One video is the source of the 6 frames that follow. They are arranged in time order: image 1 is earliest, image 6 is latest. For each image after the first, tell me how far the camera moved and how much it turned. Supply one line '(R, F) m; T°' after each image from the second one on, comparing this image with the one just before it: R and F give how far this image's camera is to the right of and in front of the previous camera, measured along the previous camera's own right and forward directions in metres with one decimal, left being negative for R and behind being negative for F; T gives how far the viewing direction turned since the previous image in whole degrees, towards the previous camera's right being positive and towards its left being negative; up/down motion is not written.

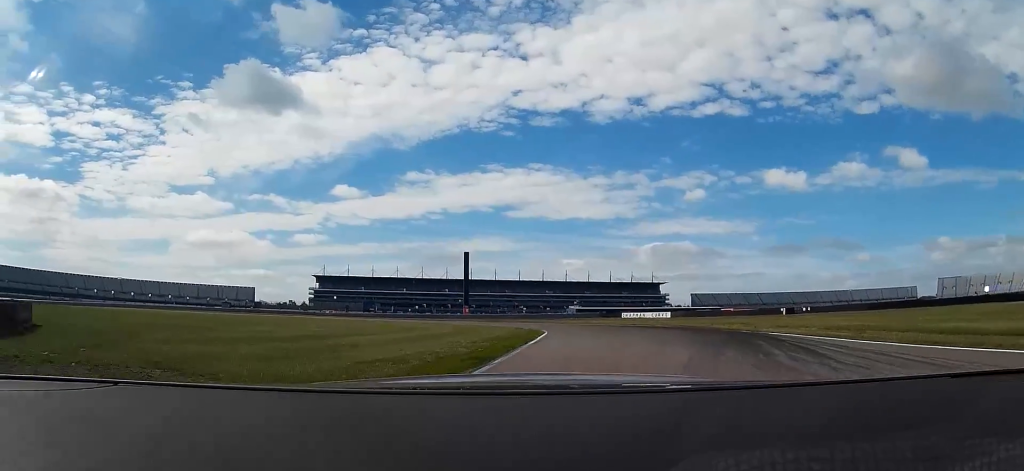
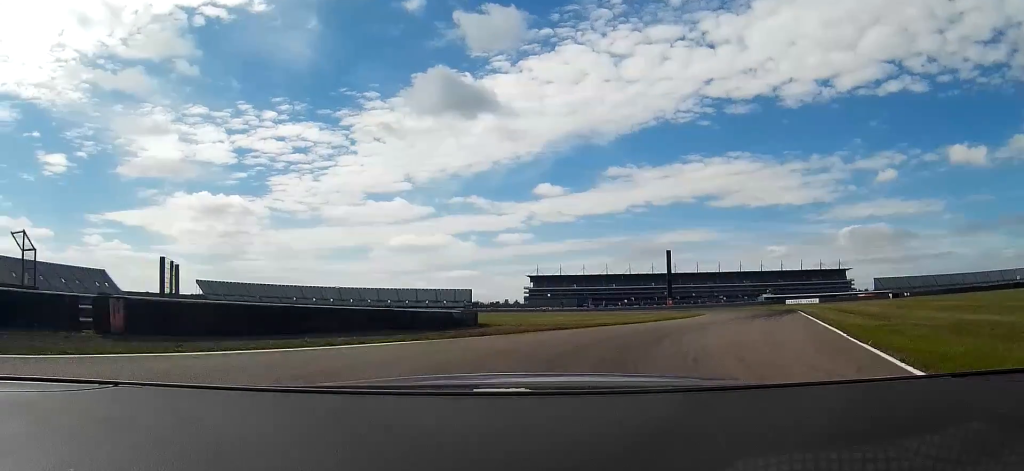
(-6.4, +34.2) m; -24°
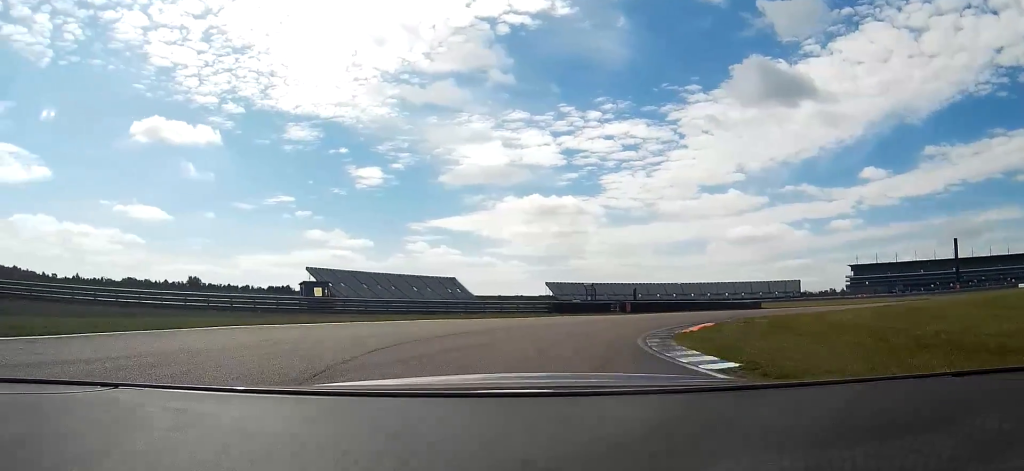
(-11.1, +38.5) m; -31°
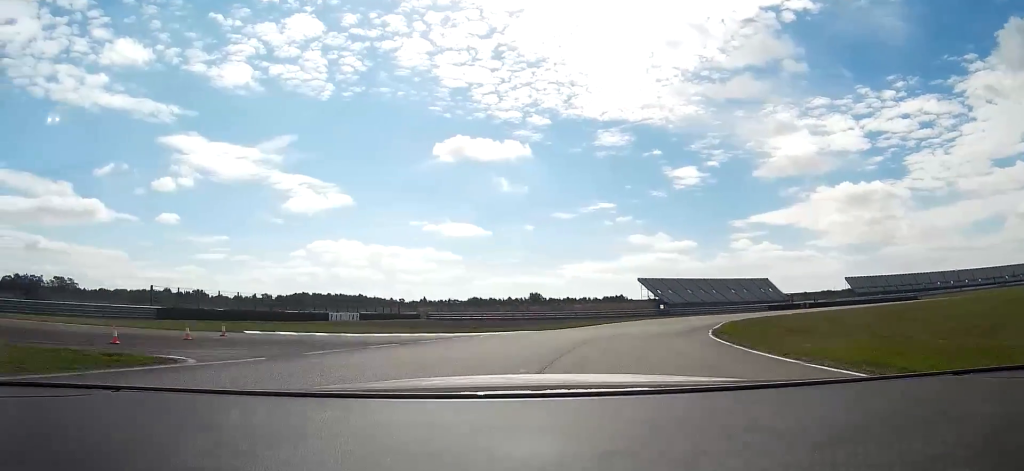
(-15.3, +55.9) m; -27°
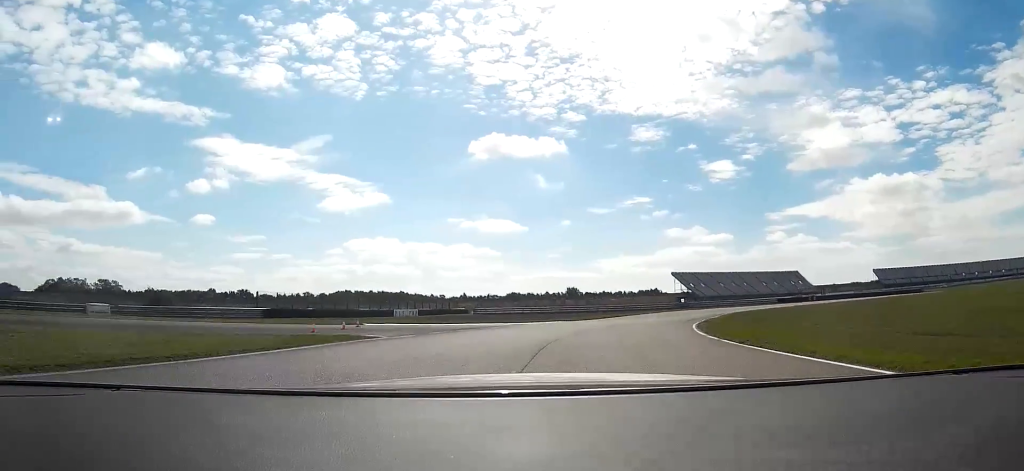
(-0.8, +12.0) m; -4°
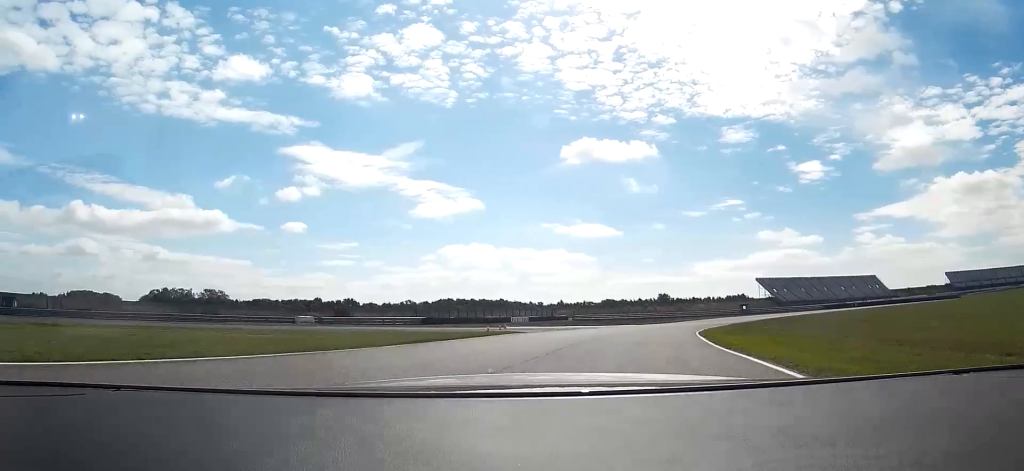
(-1.3, +22.7) m; -9°
